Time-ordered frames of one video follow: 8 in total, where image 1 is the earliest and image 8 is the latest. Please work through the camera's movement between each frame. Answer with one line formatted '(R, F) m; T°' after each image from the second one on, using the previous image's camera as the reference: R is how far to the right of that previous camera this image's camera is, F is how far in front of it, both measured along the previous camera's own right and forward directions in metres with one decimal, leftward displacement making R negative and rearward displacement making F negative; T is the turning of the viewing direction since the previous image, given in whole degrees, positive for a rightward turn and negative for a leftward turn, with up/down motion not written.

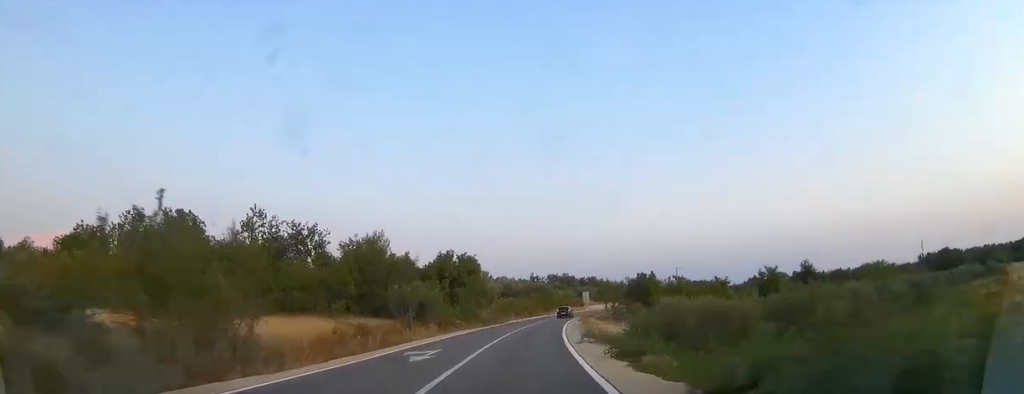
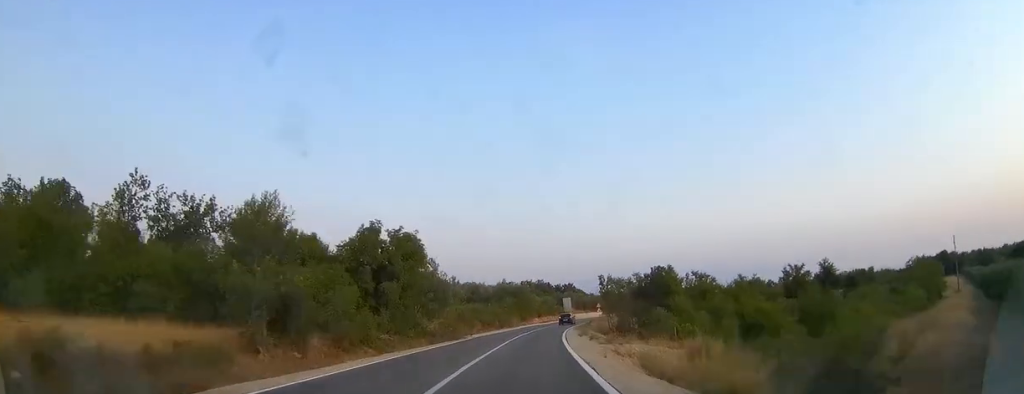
(+0.9, +18.4) m; +2°
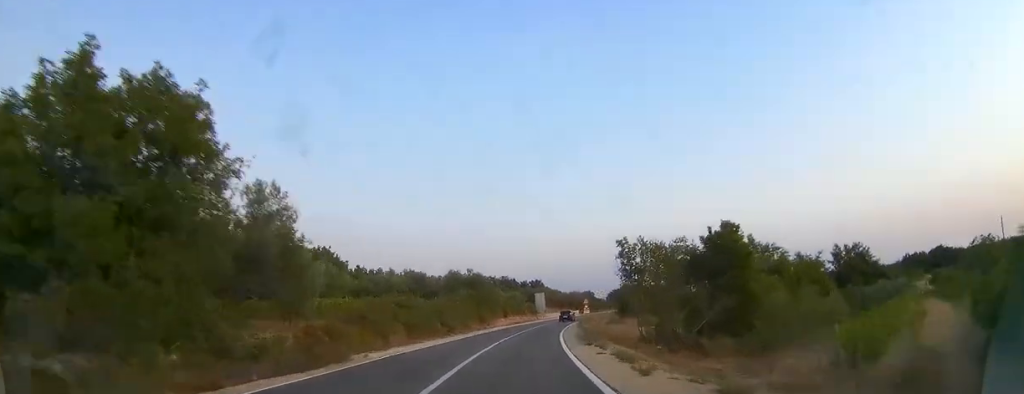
(+0.2, +21.6) m; +3°
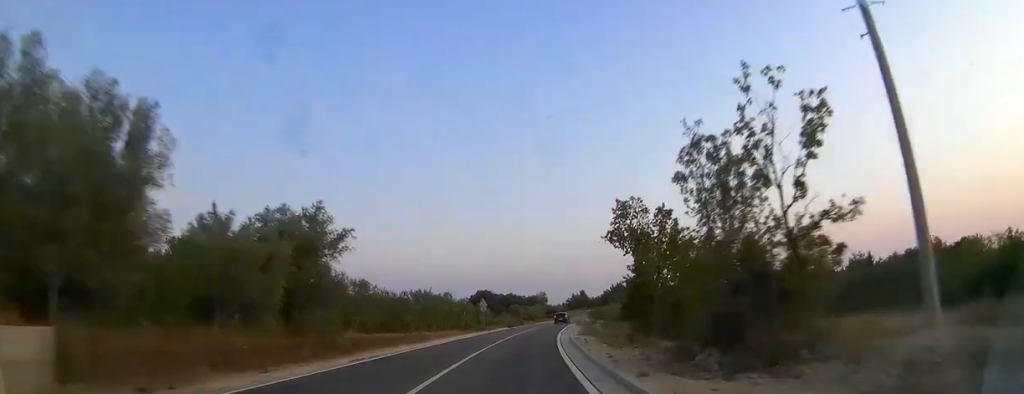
(+17.4, +109.9) m; +18°
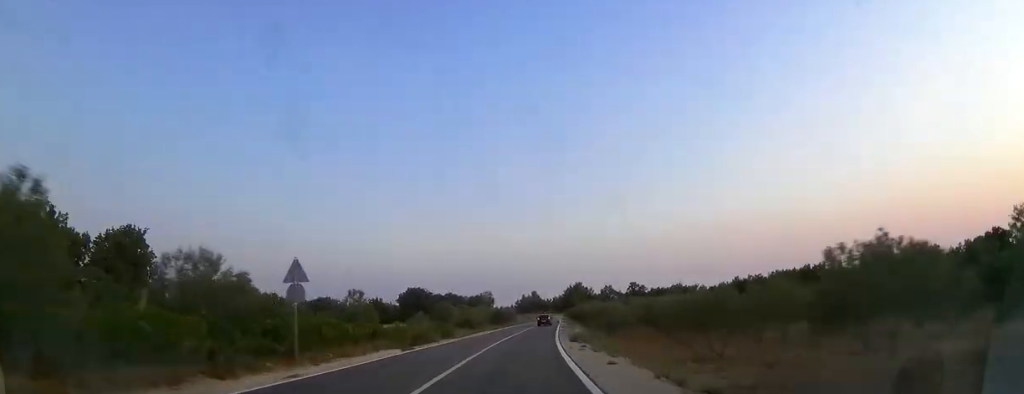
(+1.6, +36.1) m; +6°
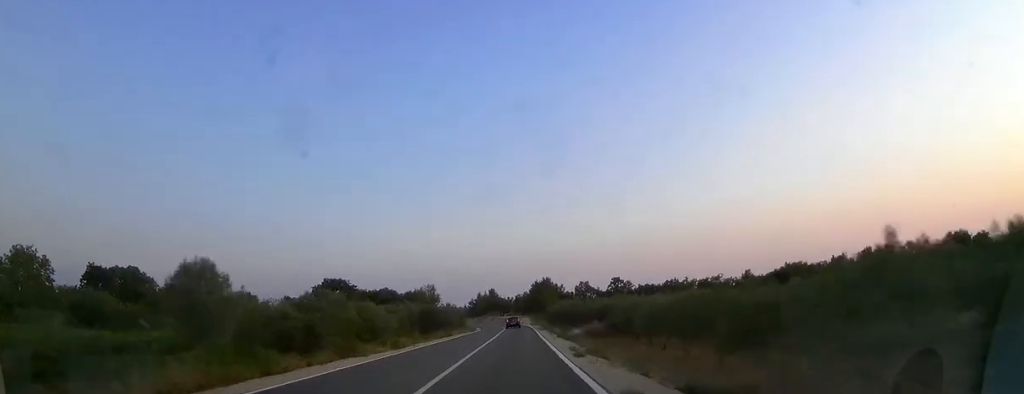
(+2.4, +37.7) m; +4°
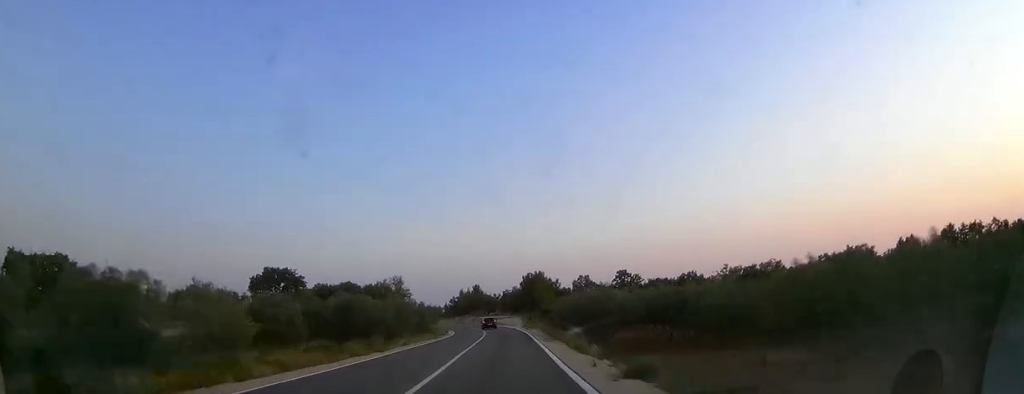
(+0.5, +23.4) m; 0°
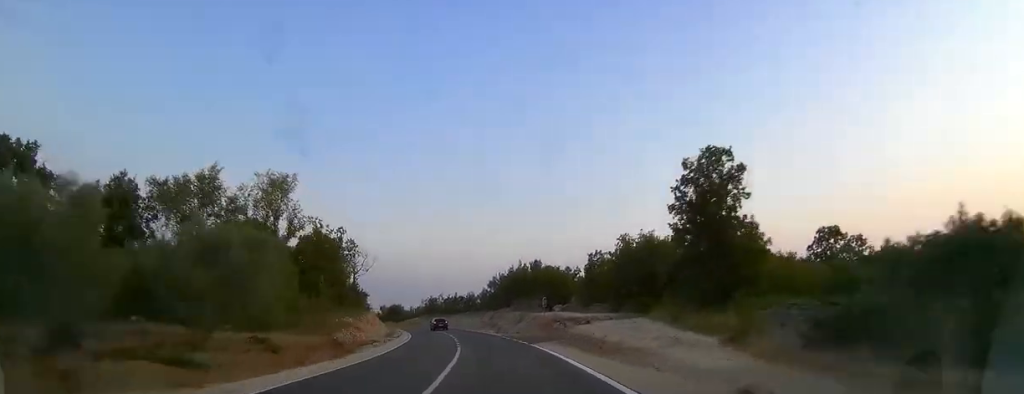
(-1.5, +67.3) m; -6°
